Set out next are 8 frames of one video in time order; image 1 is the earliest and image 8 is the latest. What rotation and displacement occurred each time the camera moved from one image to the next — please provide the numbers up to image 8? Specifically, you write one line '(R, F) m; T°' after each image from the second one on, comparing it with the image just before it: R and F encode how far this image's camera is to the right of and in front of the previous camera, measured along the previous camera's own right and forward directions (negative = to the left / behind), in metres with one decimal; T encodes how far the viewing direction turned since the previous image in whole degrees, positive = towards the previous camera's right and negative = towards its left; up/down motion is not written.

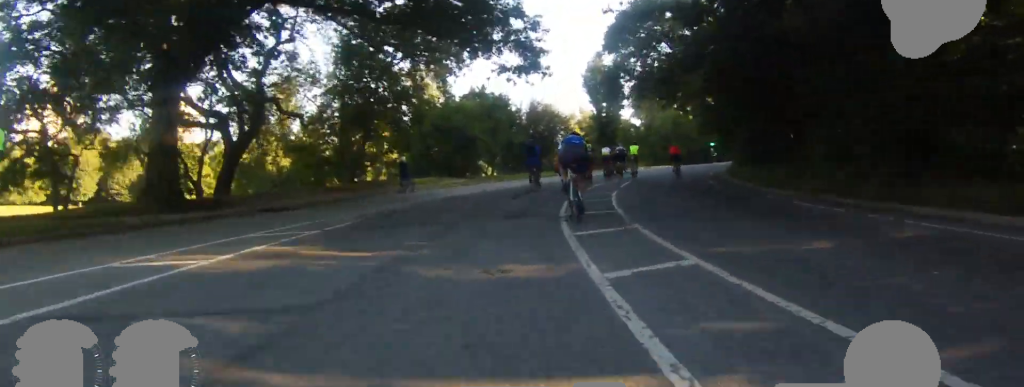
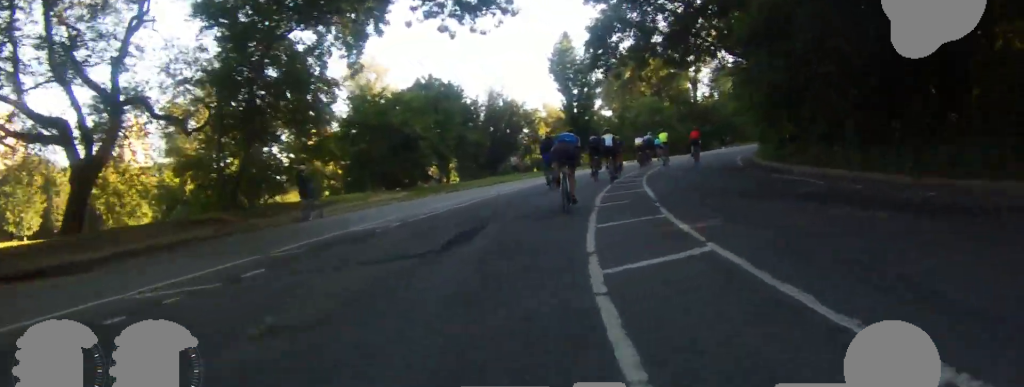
(+0.8, +9.6) m; +5°
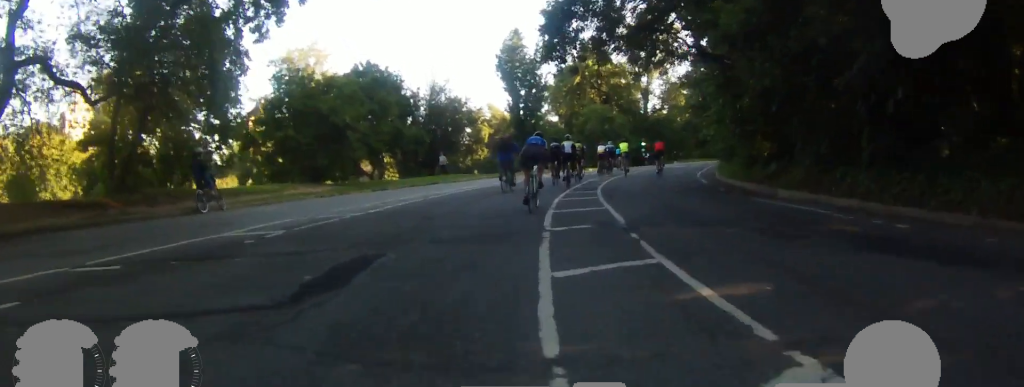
(0.0, +3.1) m; 0°
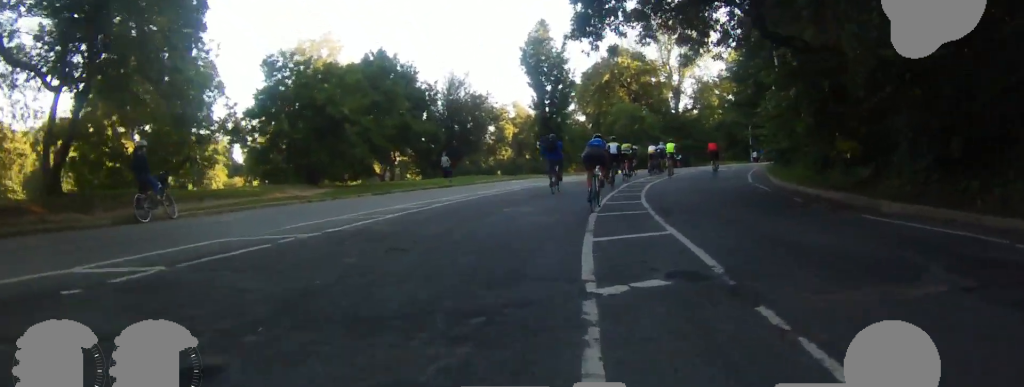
(0.0, +3.8) m; 0°
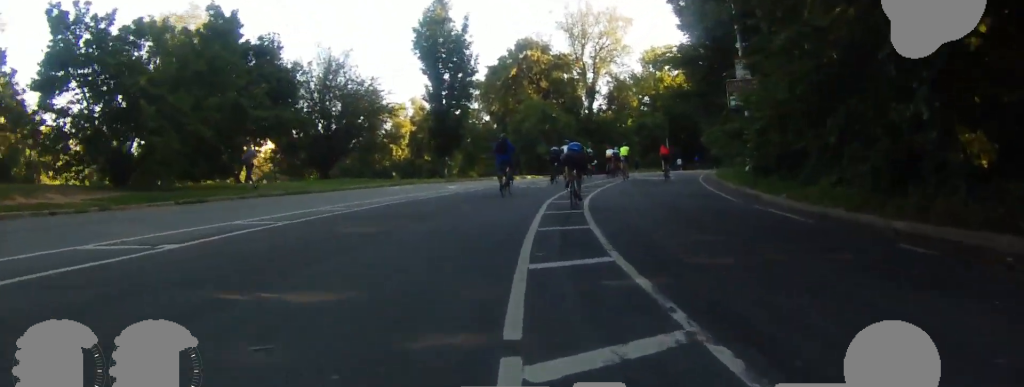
(0.0, +7.8) m; 0°
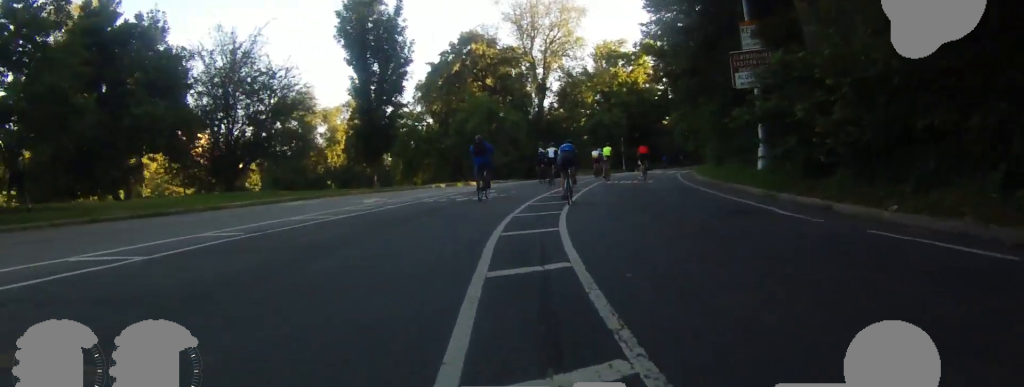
(0.0, +6.2) m; 0°
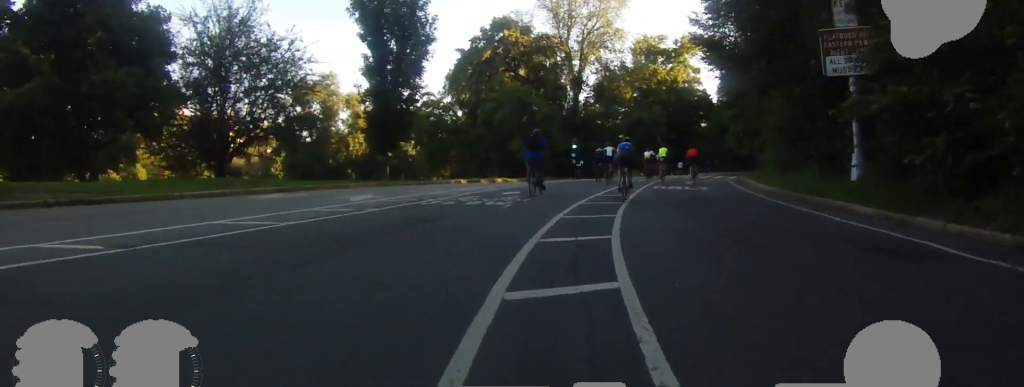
(0.0, +4.0) m; 0°
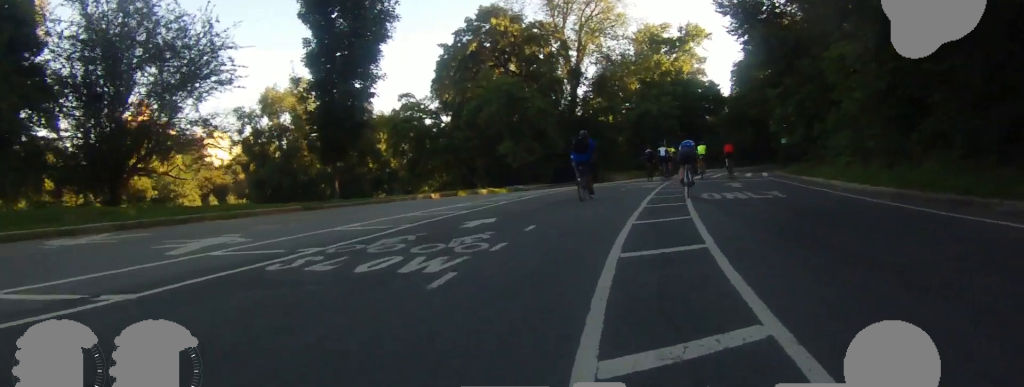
(0.0, +7.2) m; 0°
